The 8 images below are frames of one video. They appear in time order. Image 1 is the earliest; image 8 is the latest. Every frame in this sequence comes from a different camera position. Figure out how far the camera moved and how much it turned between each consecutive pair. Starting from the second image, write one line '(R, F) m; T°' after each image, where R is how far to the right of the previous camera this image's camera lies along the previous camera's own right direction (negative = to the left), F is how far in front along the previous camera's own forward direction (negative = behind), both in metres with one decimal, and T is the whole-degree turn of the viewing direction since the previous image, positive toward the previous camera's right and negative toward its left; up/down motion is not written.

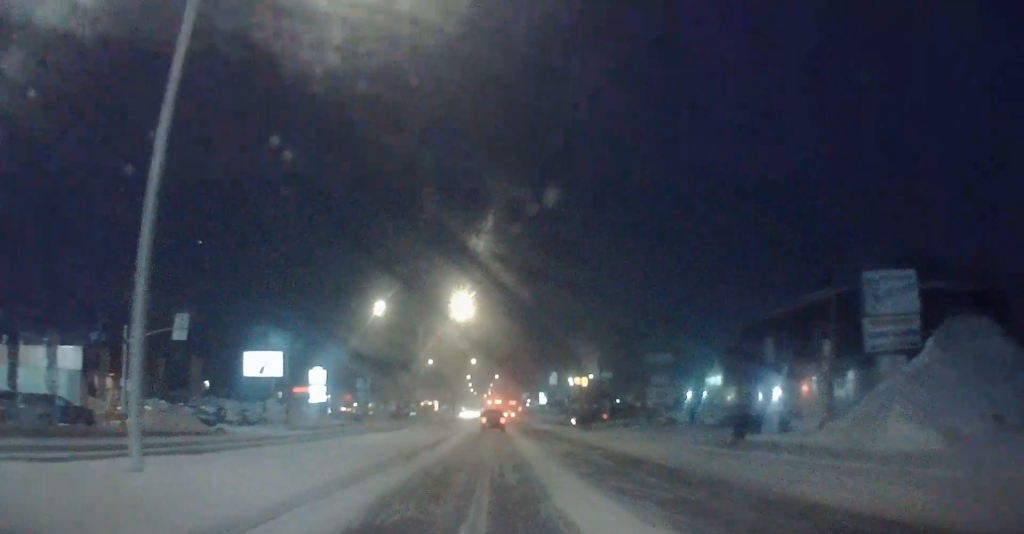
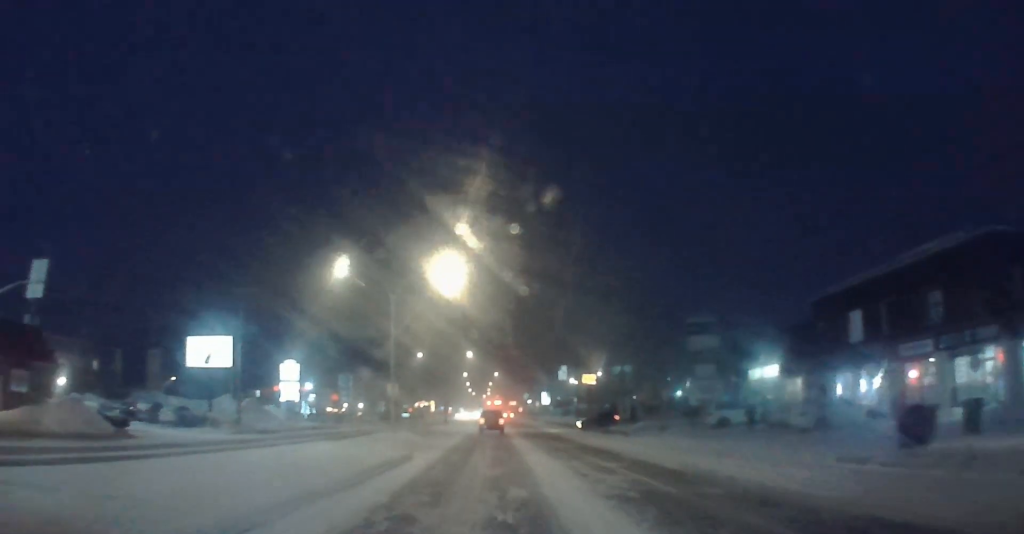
(+0.1, +14.8) m; 0°
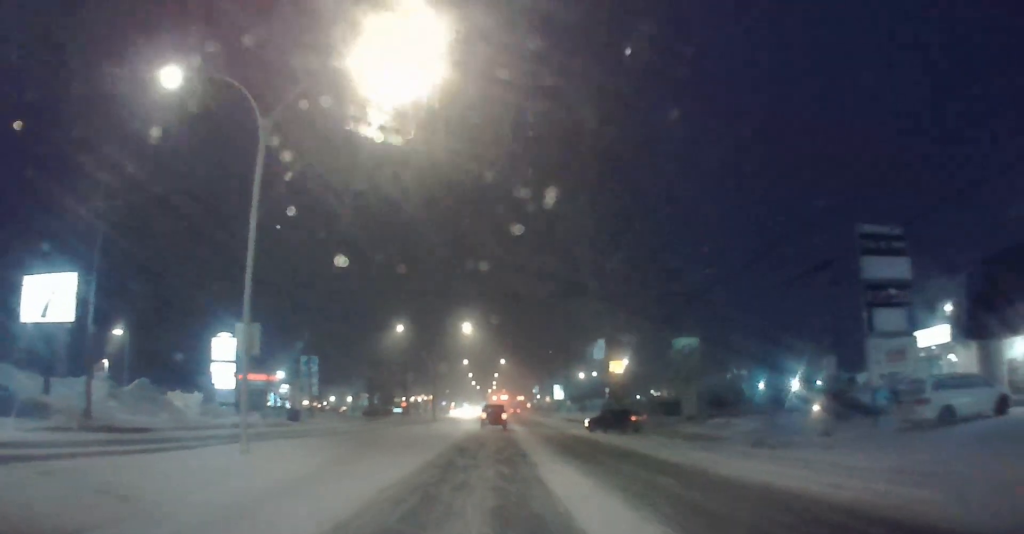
(-0.3, +25.3) m; 0°
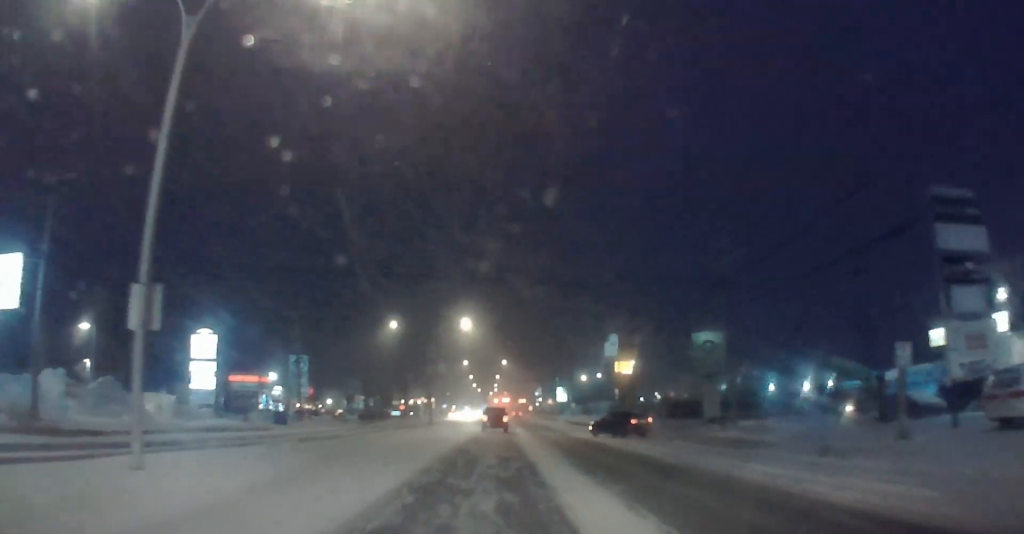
(-0.1, +5.6) m; +1°
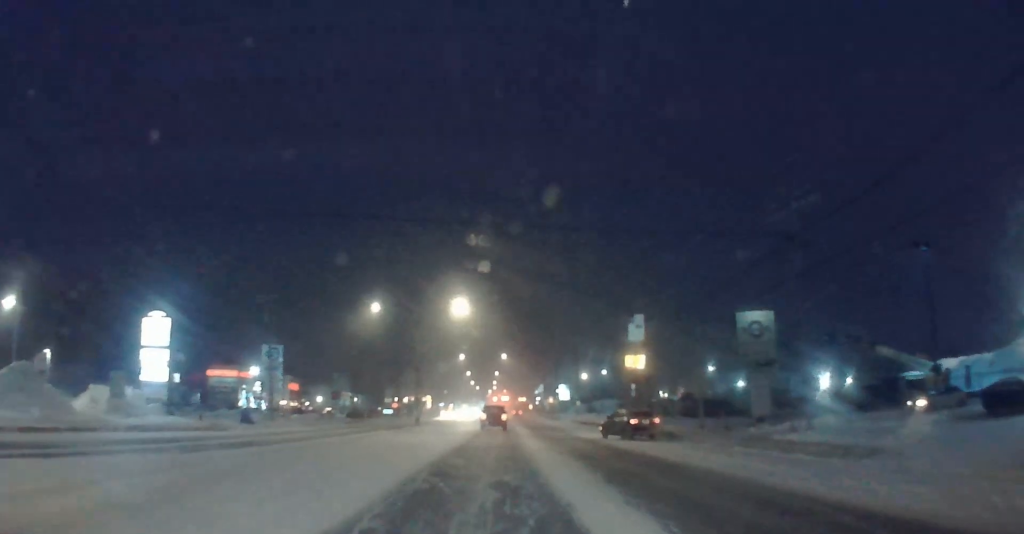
(+0.2, +10.2) m; +2°
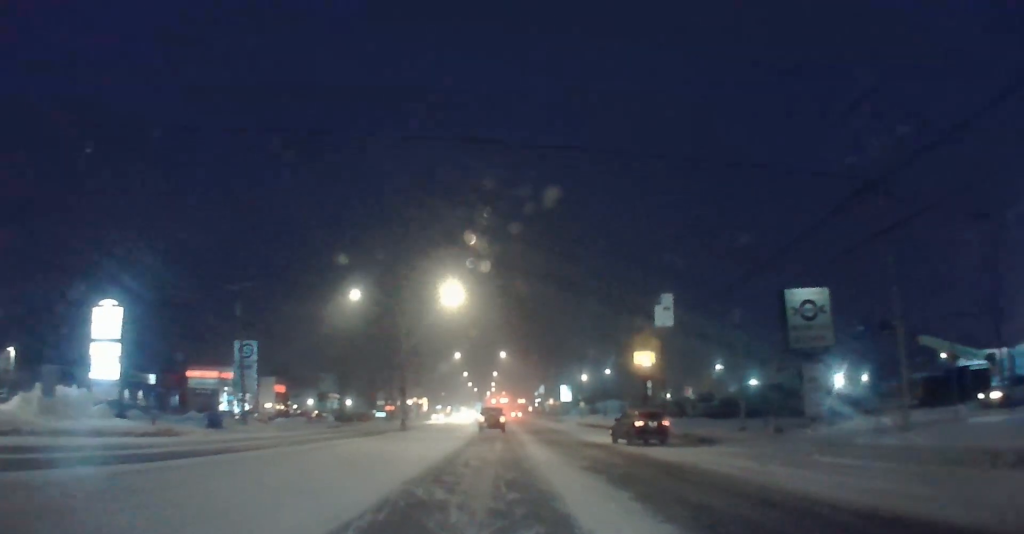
(+0.1, +8.5) m; +1°
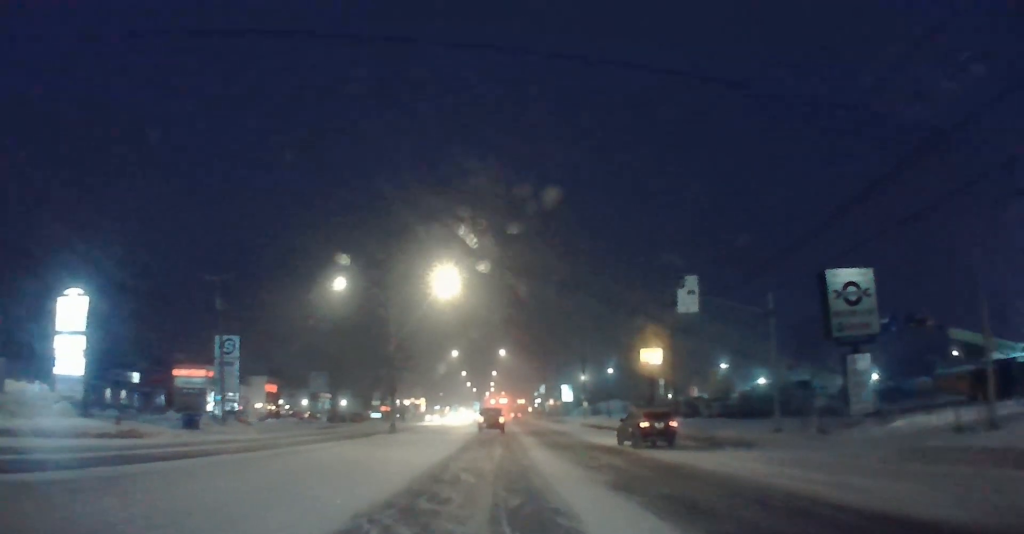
(0.0, +5.0) m; 0°
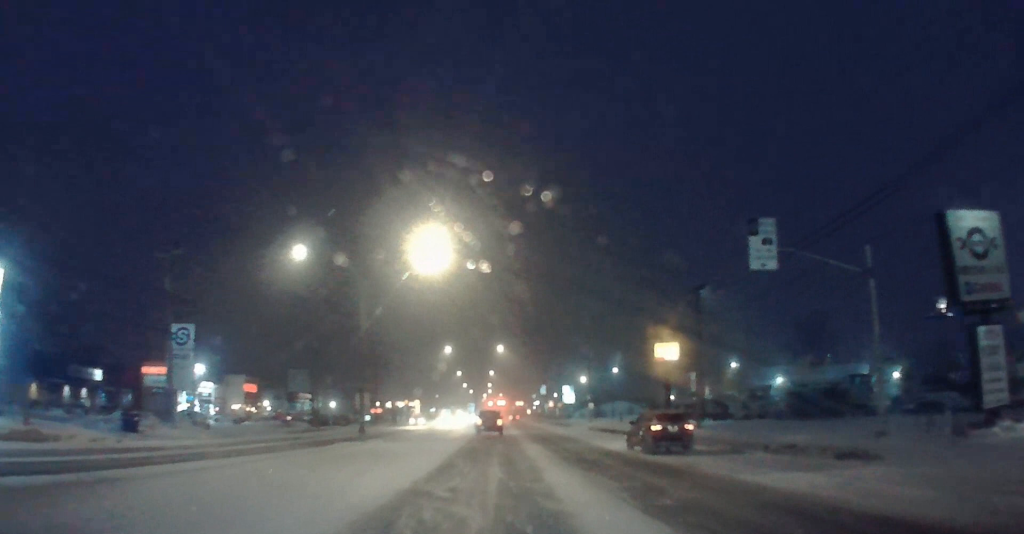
(0.0, +9.8) m; -2°
